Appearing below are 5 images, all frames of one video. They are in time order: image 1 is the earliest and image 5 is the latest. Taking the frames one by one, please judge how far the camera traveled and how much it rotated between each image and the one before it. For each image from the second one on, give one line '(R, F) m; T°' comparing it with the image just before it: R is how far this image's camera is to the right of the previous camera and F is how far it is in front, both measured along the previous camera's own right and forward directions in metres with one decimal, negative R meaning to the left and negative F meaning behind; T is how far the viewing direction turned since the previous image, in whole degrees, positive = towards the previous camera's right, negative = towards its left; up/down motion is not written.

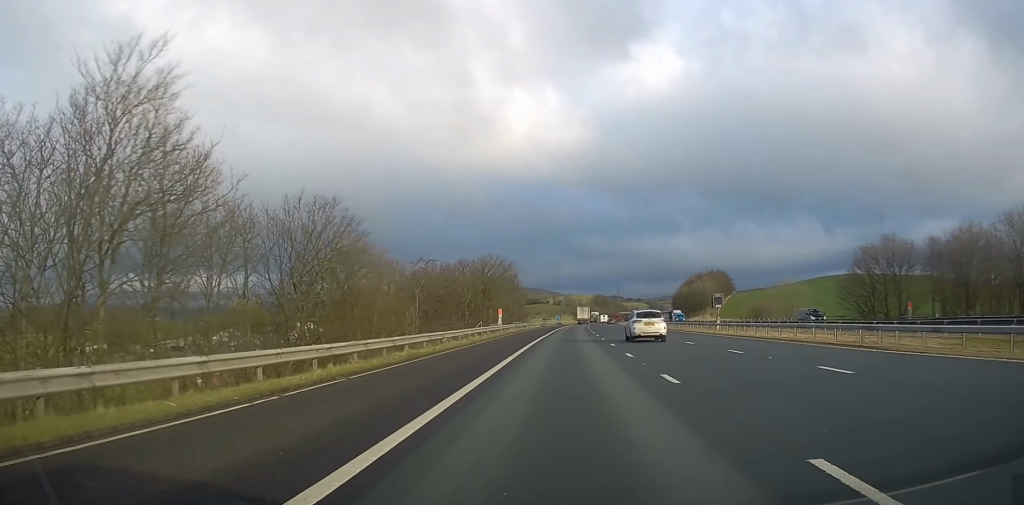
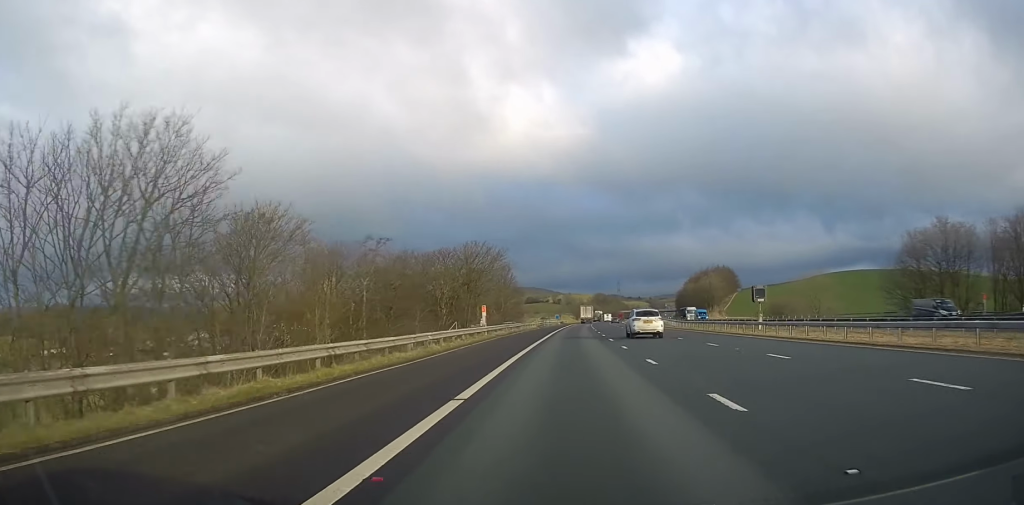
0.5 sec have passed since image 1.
(-0.1, +12.7) m; 0°
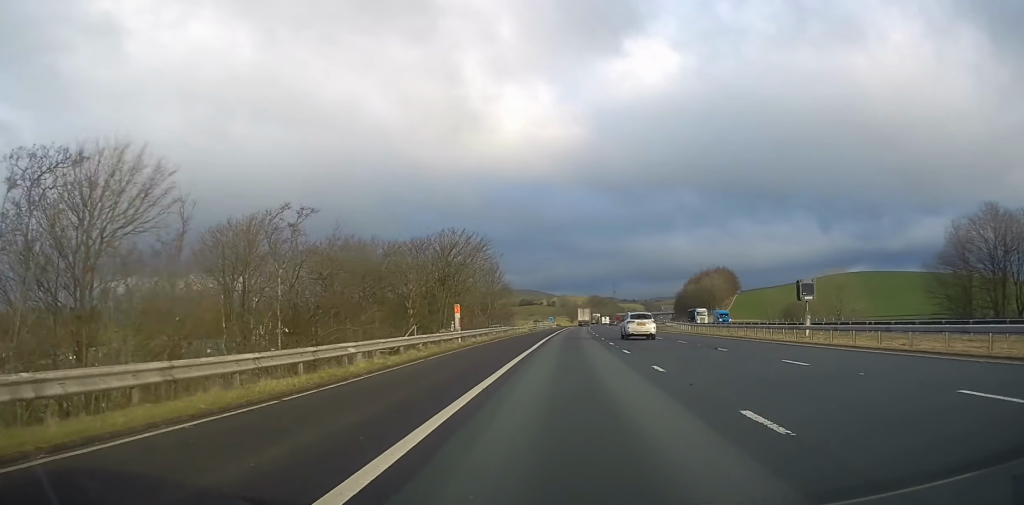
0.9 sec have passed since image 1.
(-0.1, +11.2) m; 0°
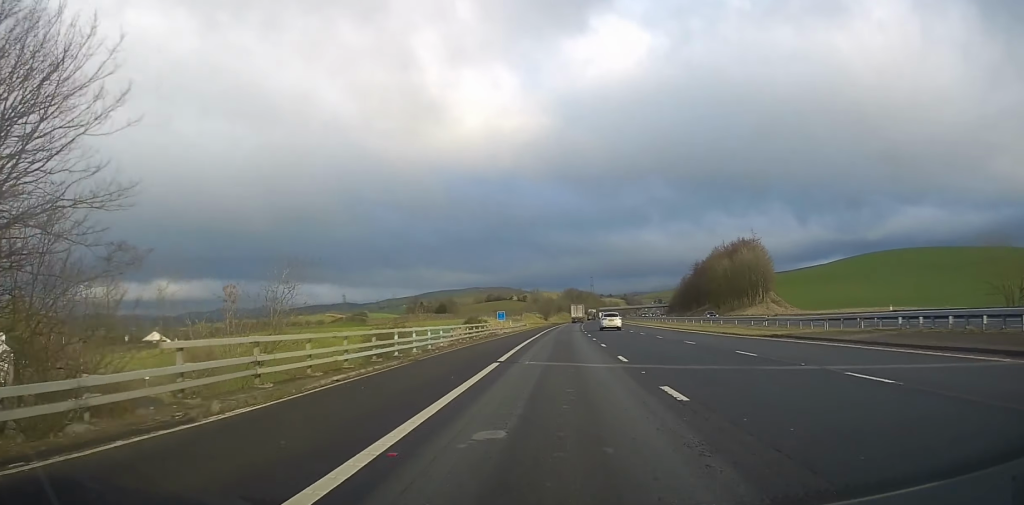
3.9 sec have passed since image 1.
(+2.8, +77.7) m; +3°
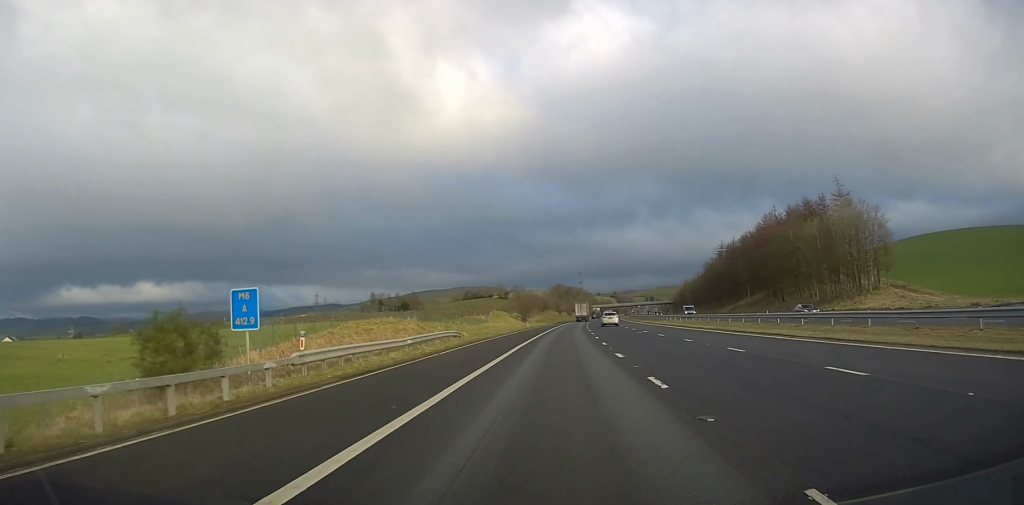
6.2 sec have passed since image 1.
(+0.6, +60.0) m; +2°
